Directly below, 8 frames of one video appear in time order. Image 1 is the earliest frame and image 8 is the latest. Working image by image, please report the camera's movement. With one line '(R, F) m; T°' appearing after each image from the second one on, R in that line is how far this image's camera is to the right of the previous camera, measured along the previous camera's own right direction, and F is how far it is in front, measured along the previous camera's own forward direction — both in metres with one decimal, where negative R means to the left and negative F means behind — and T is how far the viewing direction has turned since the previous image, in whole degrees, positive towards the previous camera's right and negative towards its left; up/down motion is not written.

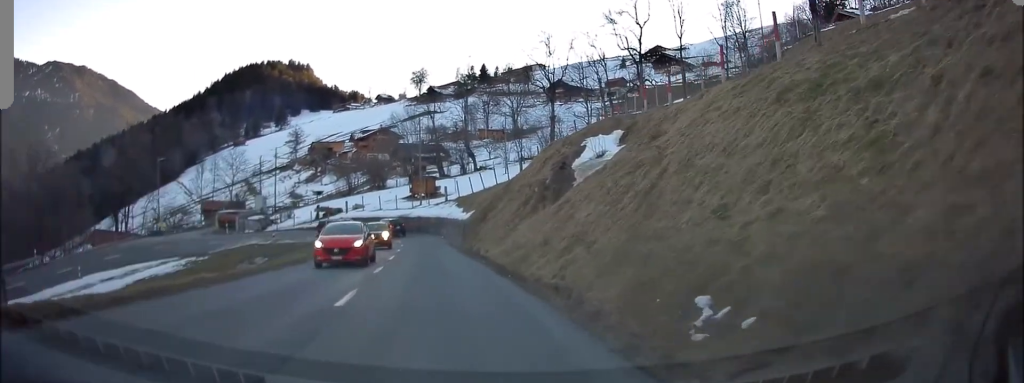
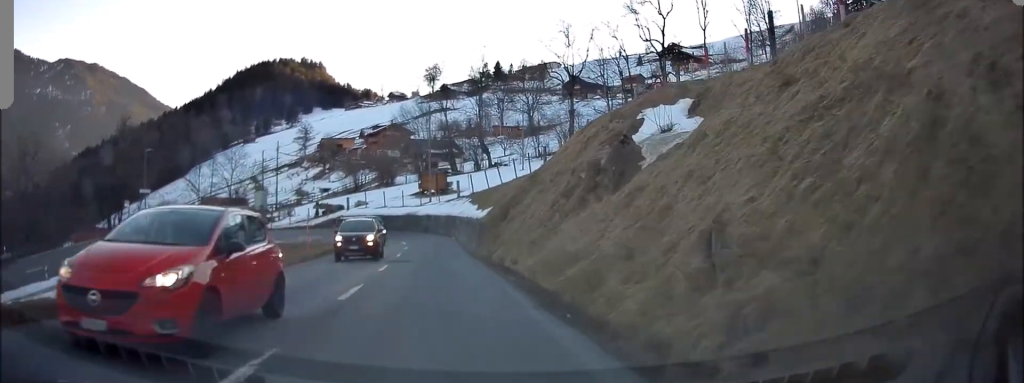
(-0.2, +6.0) m; -1°
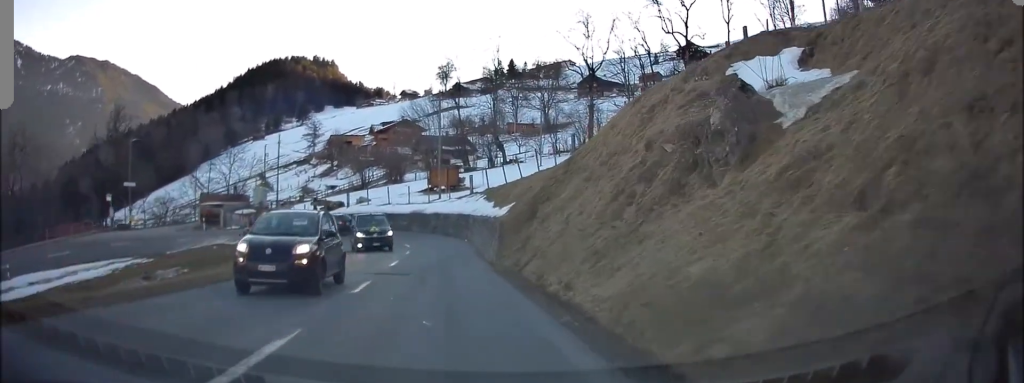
(-0.1, +5.9) m; -1°
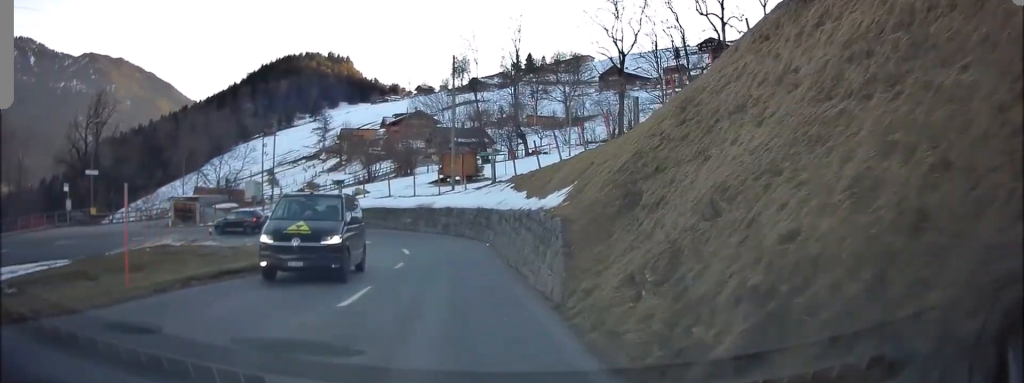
(0.0, +9.6) m; 0°
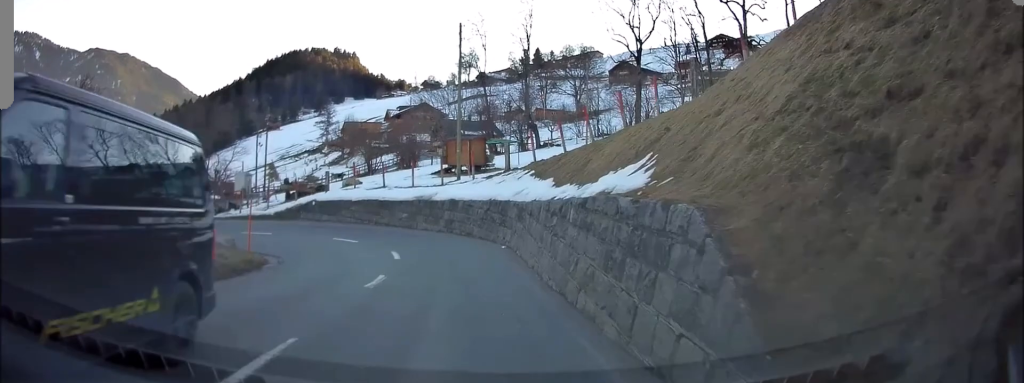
(0.0, +5.6) m; 0°
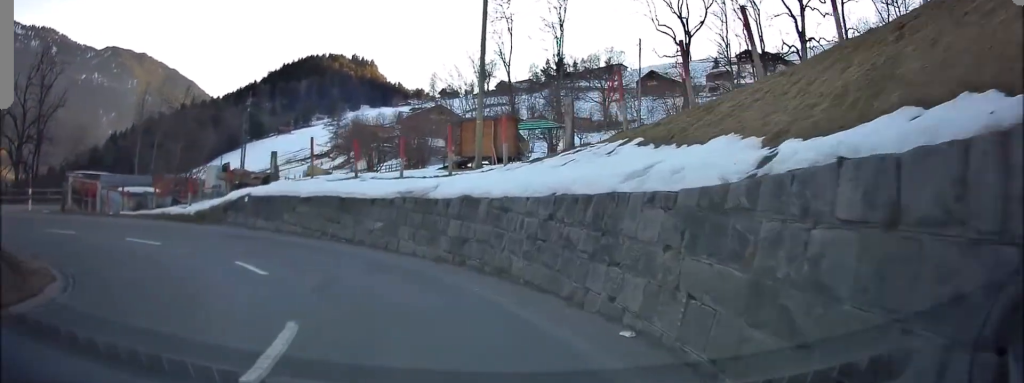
(-0.4, +12.8) m; -8°
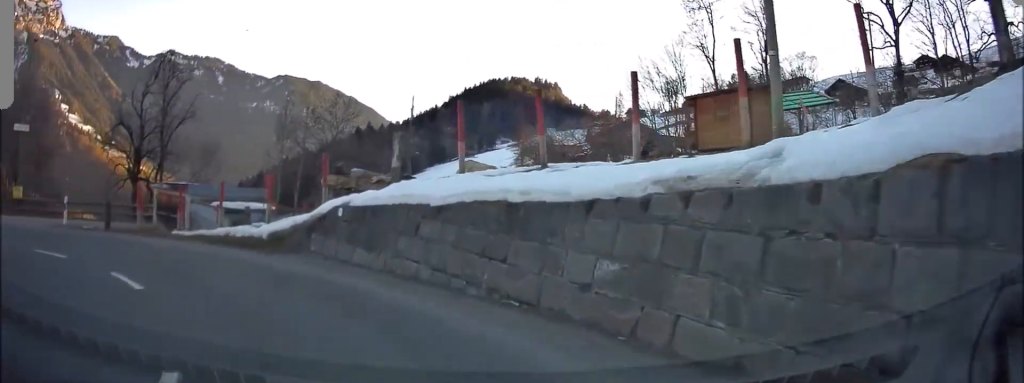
(-1.4, +9.7) m; -22°
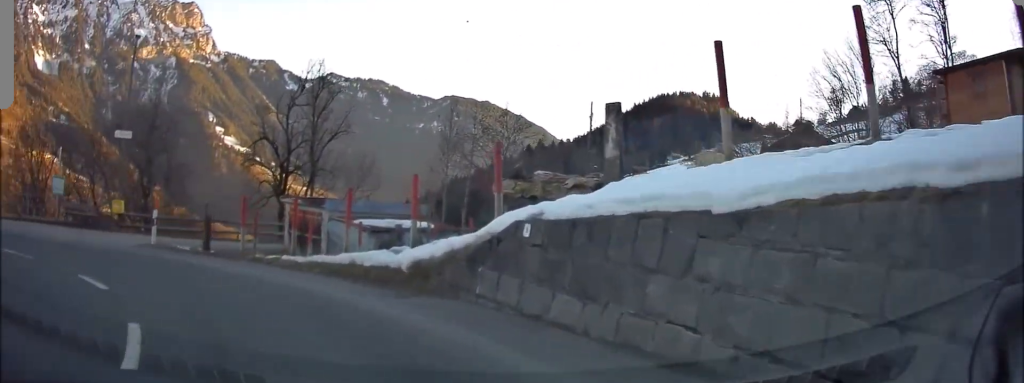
(-0.5, +5.1) m; -15°
